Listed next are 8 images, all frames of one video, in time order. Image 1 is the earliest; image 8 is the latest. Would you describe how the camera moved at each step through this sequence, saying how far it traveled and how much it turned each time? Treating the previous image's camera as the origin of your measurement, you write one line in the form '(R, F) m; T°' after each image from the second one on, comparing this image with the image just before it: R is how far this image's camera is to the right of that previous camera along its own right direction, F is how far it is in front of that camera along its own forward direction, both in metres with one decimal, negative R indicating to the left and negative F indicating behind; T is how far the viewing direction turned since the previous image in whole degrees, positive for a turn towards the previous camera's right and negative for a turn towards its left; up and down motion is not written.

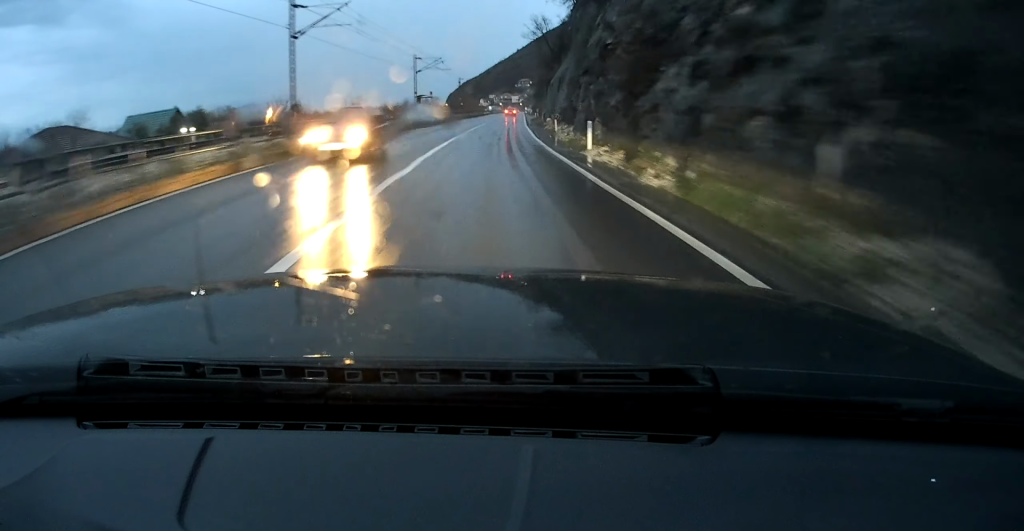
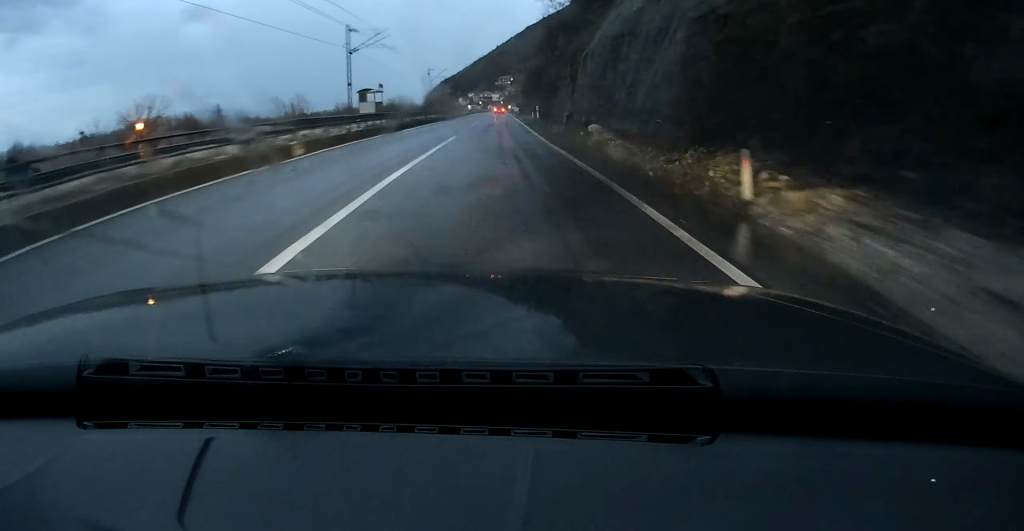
(+0.8, +29.6) m; +3°
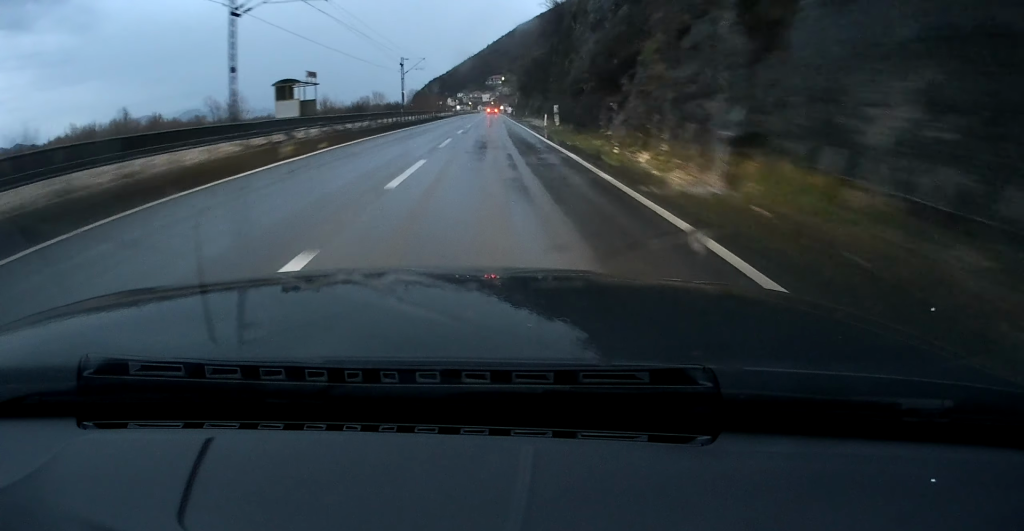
(+0.4, +23.2) m; +1°
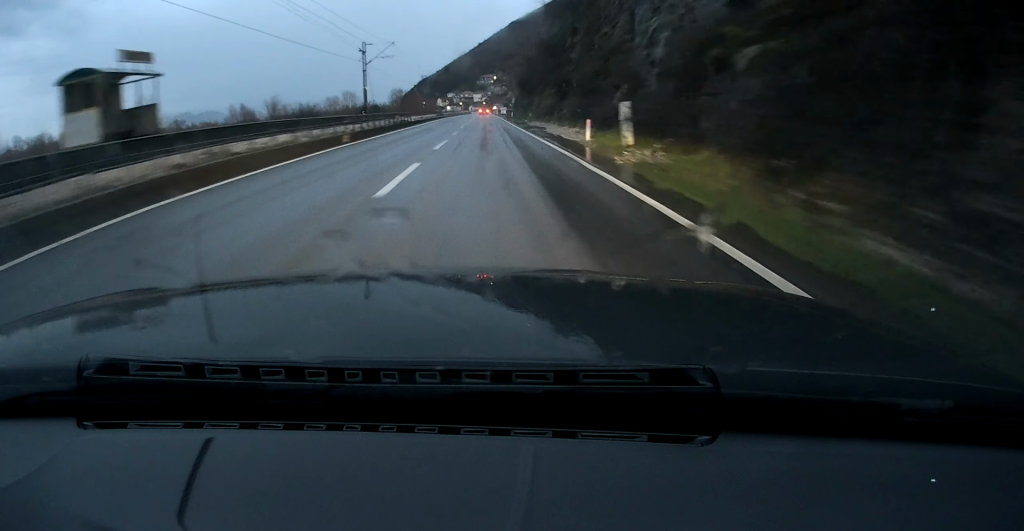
(+0.2, +21.3) m; +1°
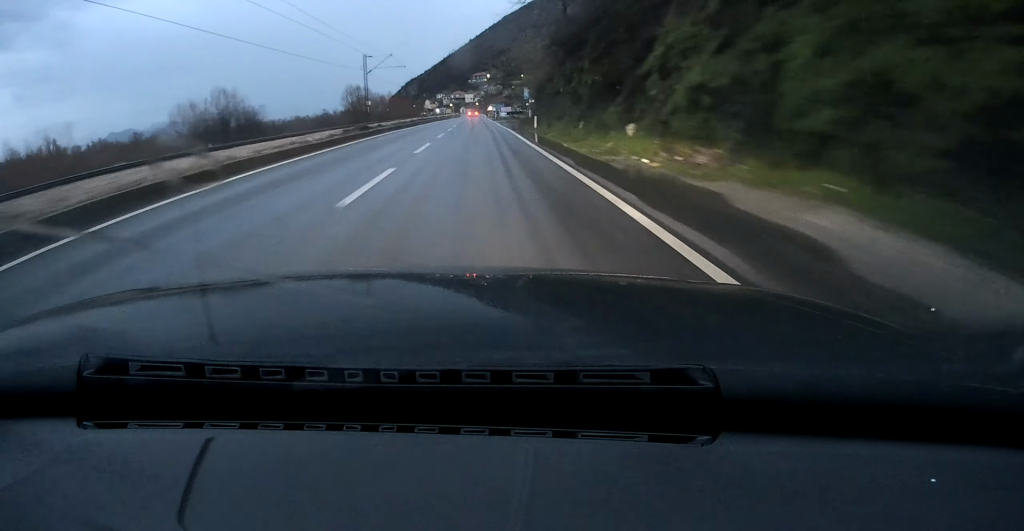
(+0.7, +52.0) m; 0°
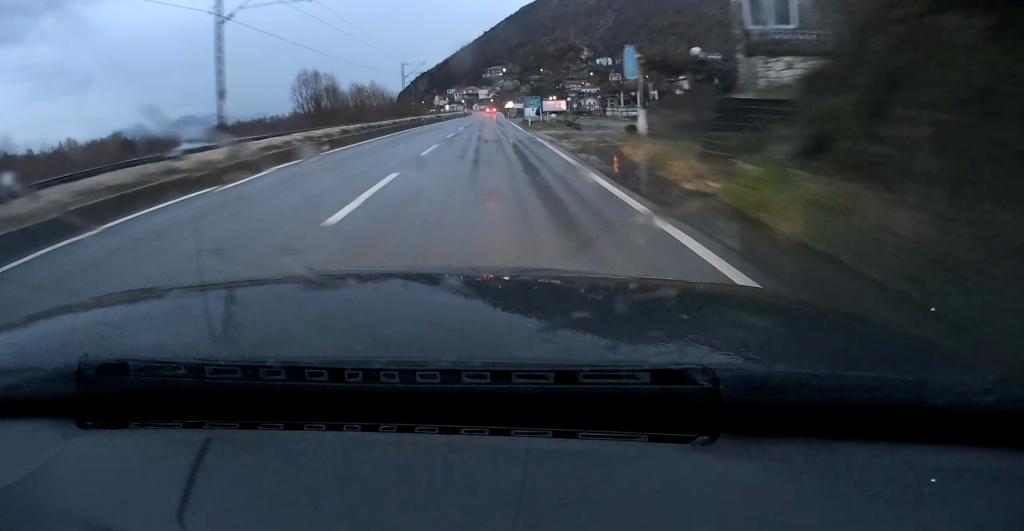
(-0.3, +42.0) m; -1°
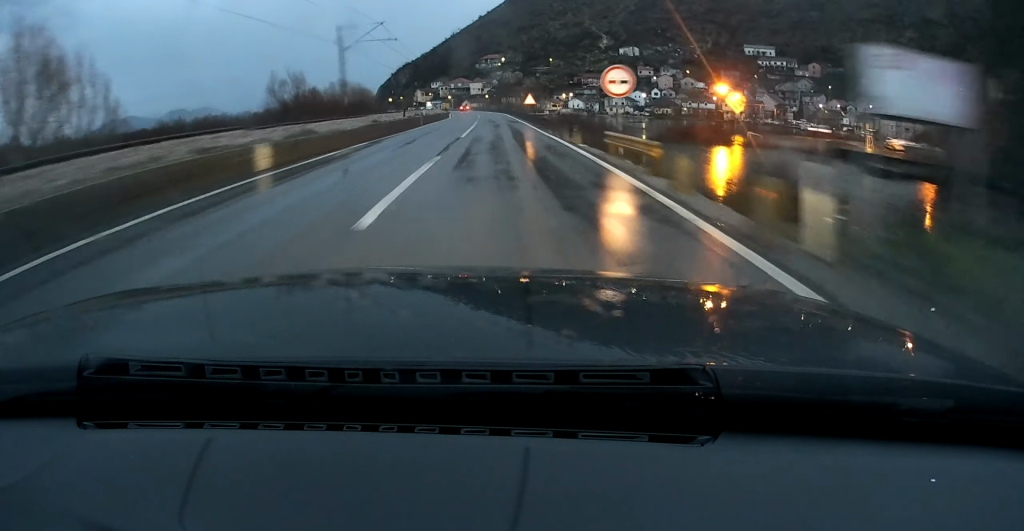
(-0.2, +91.7) m; 0°
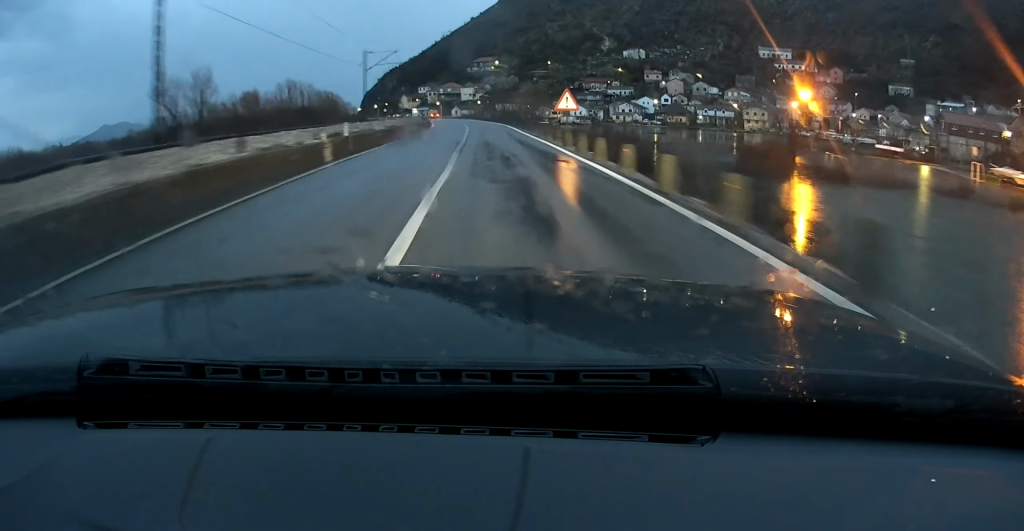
(0.0, +29.3) m; 0°
